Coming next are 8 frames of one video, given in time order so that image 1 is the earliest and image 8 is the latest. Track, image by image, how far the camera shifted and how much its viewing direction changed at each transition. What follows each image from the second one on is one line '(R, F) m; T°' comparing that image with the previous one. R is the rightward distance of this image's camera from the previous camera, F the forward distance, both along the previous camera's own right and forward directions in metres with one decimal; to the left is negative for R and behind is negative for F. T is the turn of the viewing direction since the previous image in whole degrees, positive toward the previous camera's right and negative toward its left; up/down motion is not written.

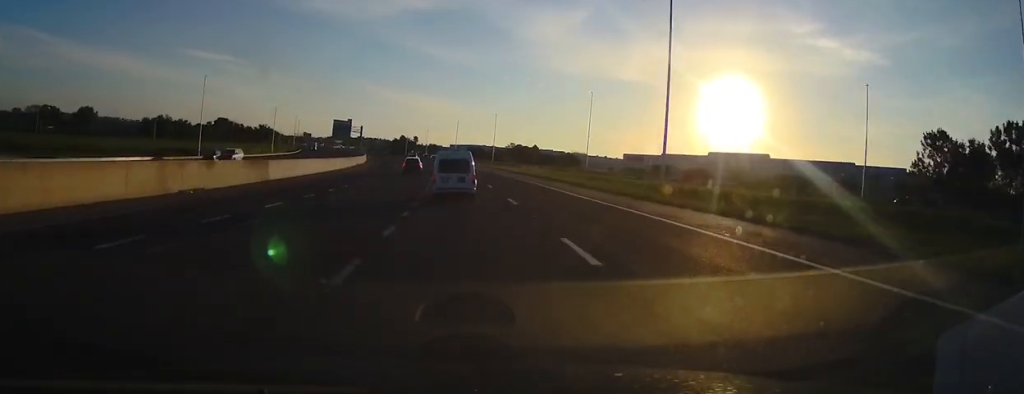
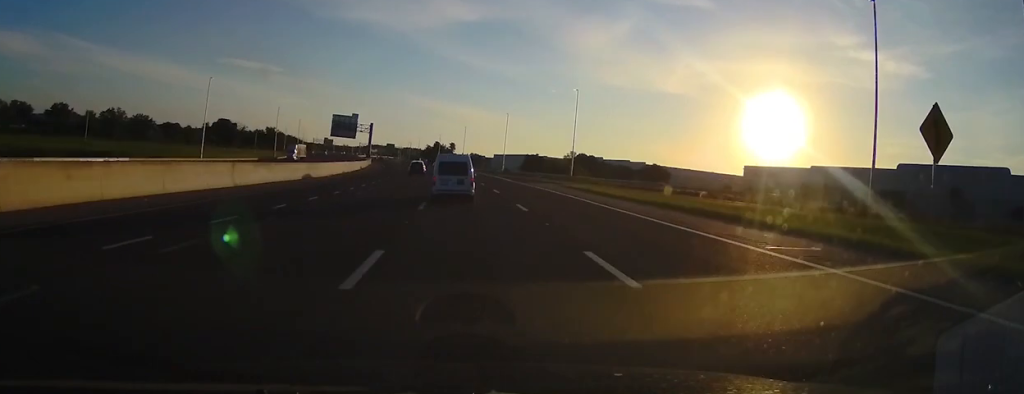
(-1.9, +64.8) m; -3°
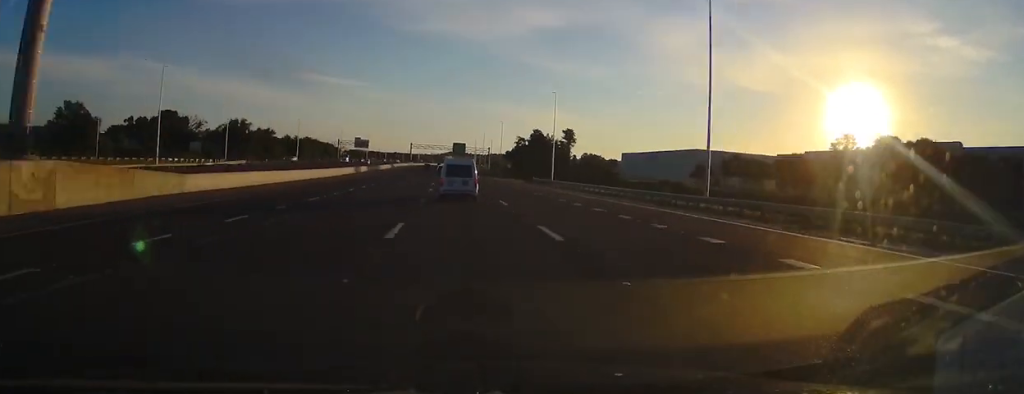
(-9.2, +125.4) m; -6°
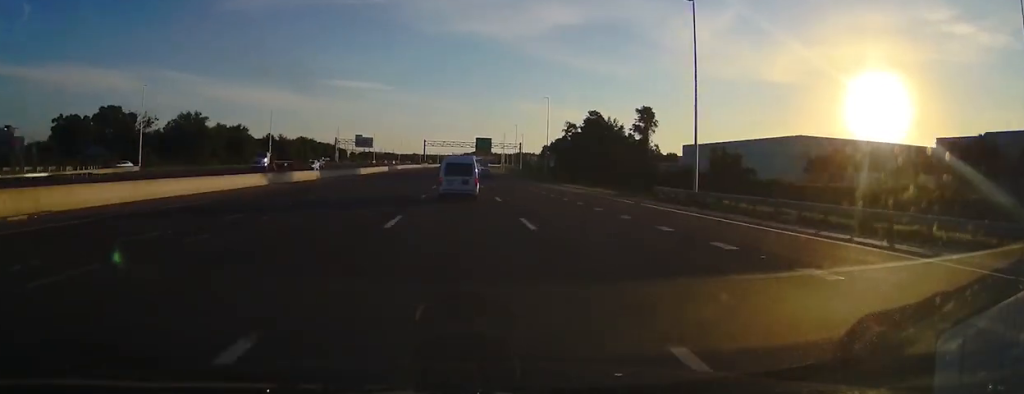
(-1.2, +44.8) m; -1°
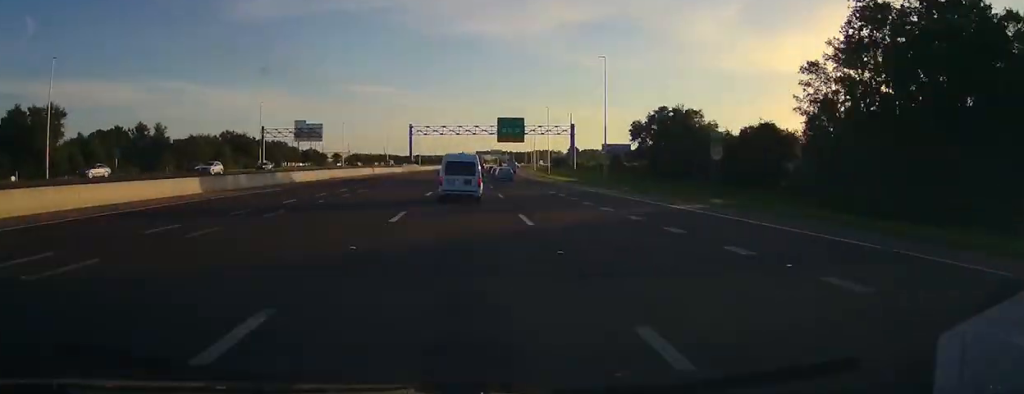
(-0.4, +85.7) m; +1°
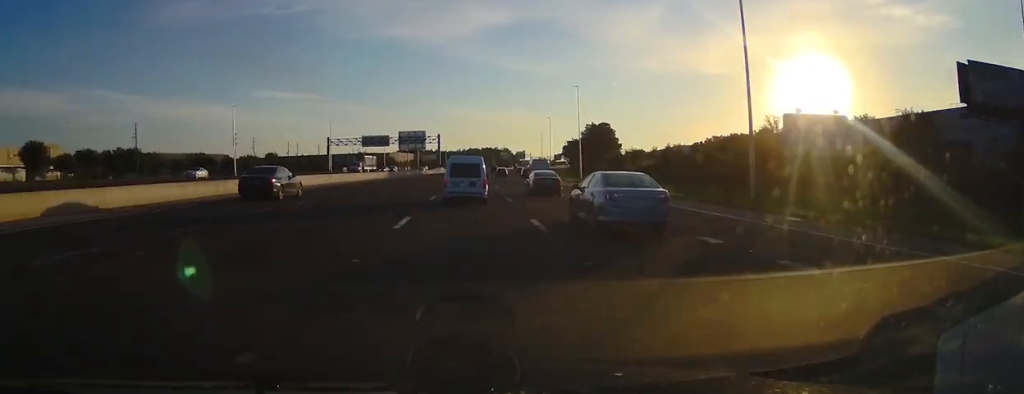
(+17.4, +274.5) m; +9°
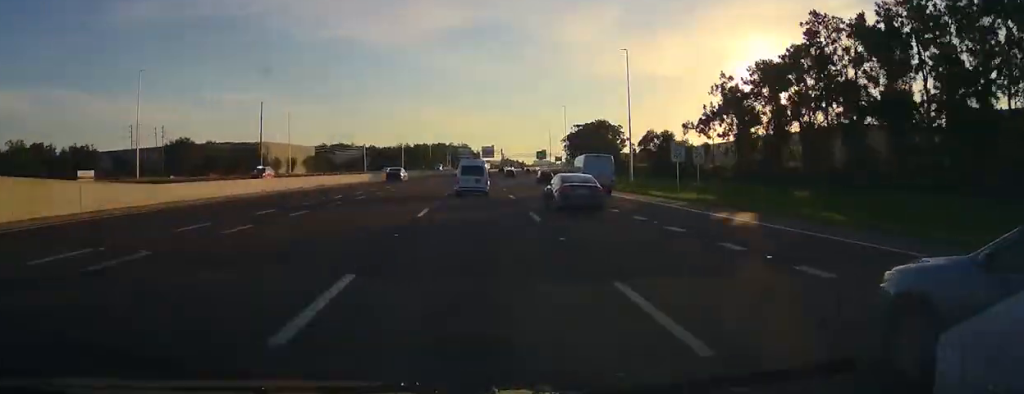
(+10.3, +204.9) m; +6°
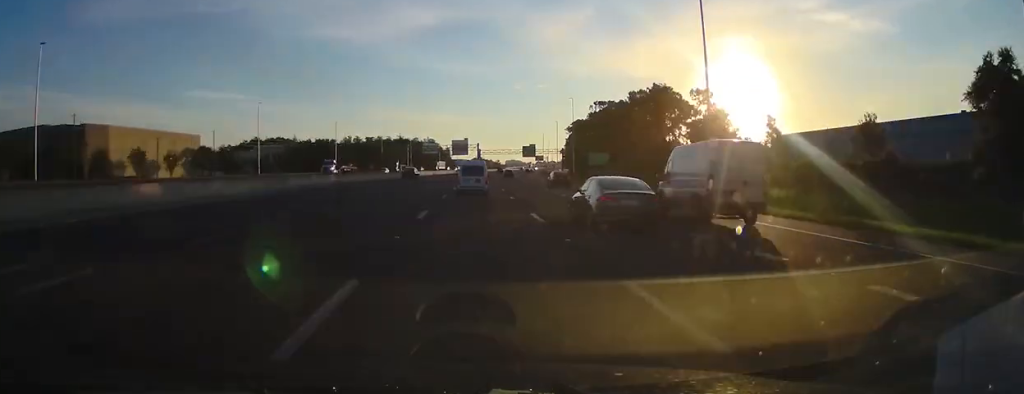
(+2.7, +54.9) m; +3°
